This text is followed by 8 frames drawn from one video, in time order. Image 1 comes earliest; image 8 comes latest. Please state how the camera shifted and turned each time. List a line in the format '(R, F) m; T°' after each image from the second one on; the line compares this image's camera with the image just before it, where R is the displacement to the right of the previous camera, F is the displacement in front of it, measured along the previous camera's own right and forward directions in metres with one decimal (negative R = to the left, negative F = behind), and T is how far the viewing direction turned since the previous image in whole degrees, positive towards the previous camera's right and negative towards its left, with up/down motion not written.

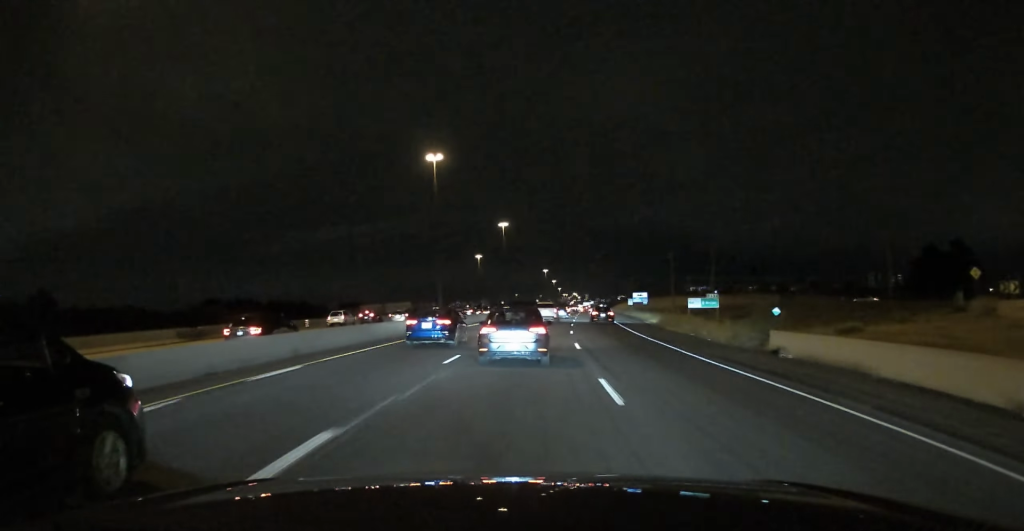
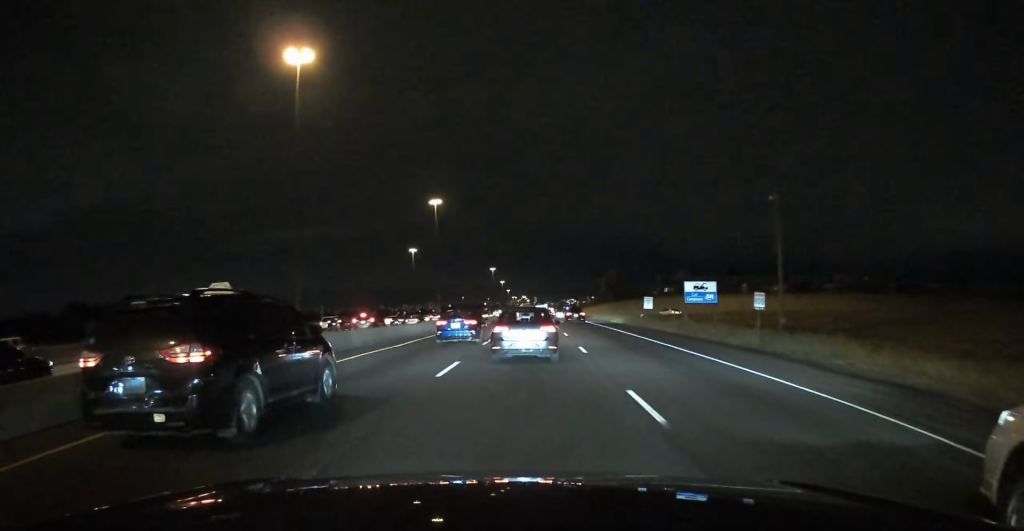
(+3.4, +59.8) m; +2°
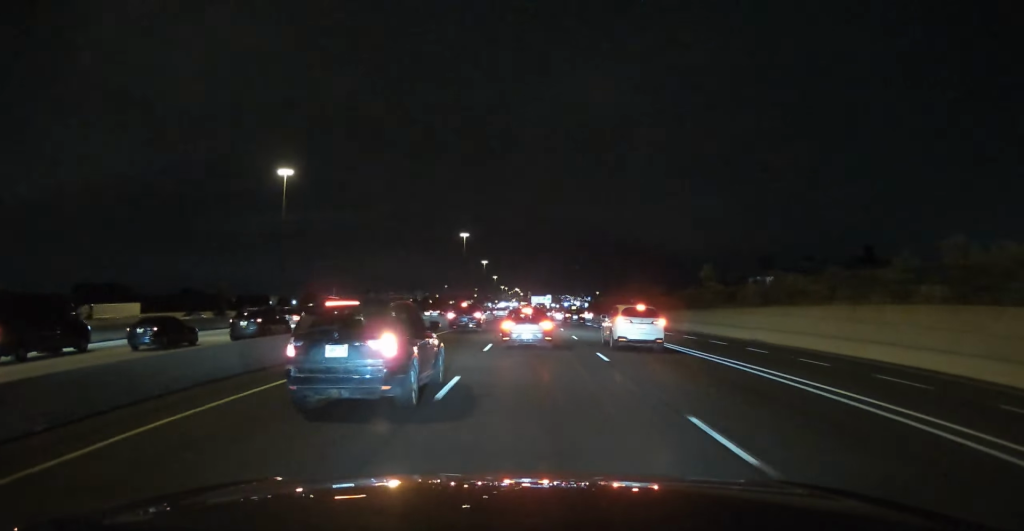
(+3.8, +182.0) m; +1°
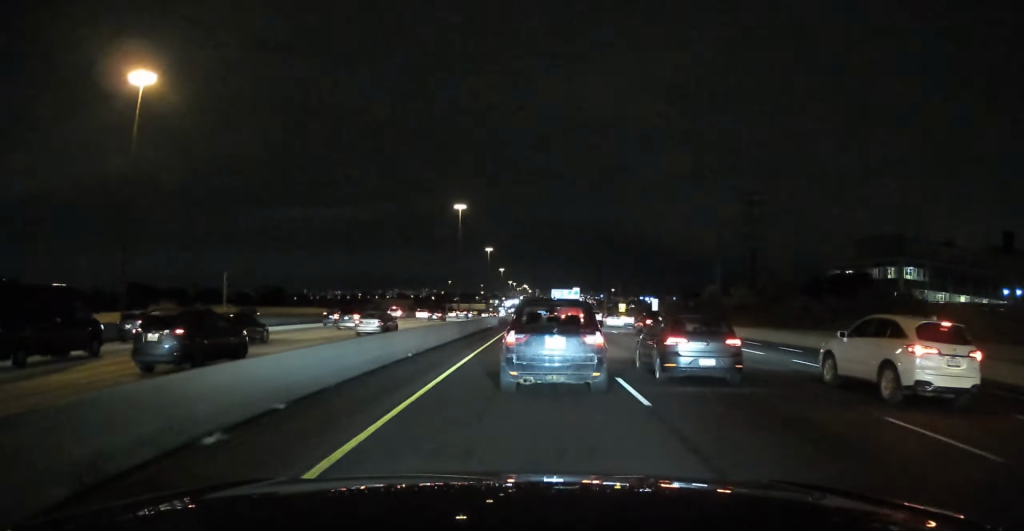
(-0.7, +76.5) m; 0°
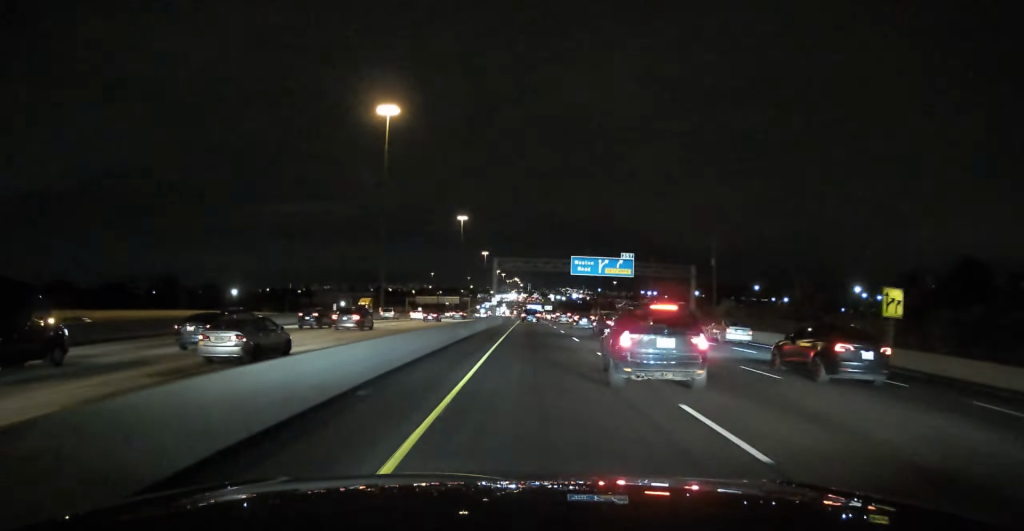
(+1.5, +107.6) m; +1°
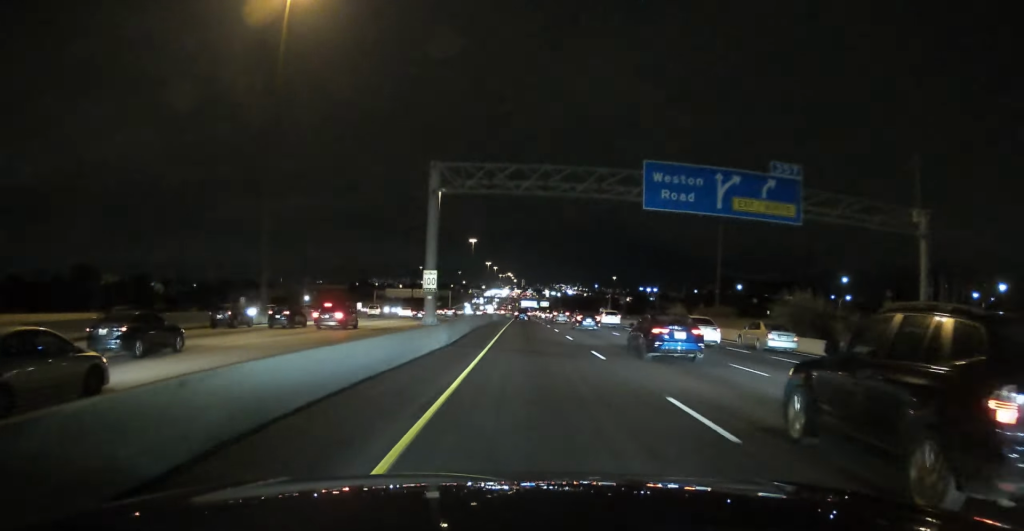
(0.0, +54.4) m; 0°
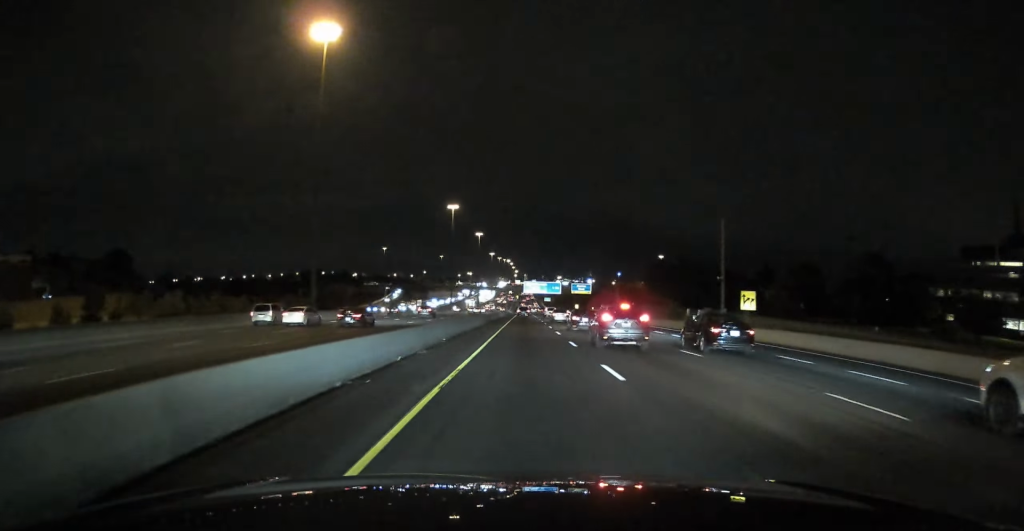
(-1.0, +262.1) m; 0°
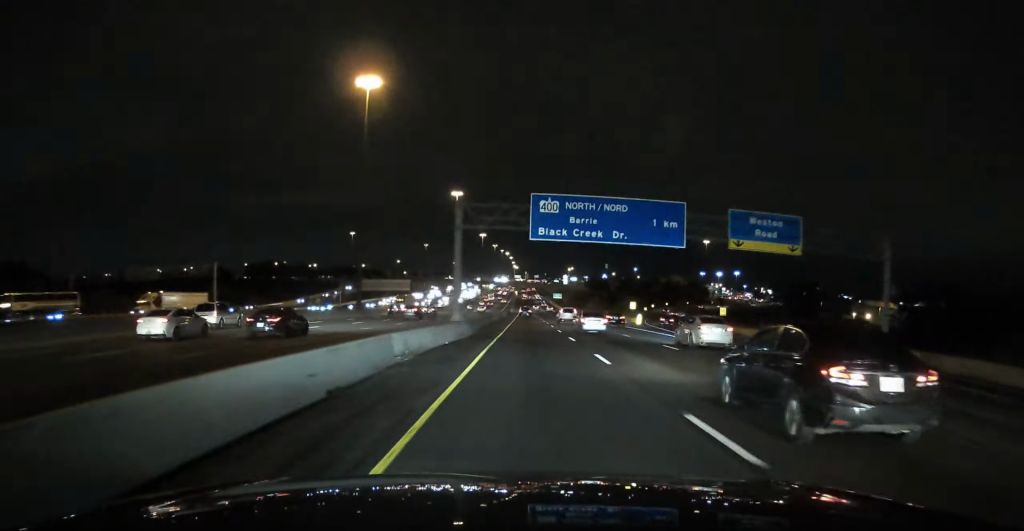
(0.0, +133.9) m; 0°
